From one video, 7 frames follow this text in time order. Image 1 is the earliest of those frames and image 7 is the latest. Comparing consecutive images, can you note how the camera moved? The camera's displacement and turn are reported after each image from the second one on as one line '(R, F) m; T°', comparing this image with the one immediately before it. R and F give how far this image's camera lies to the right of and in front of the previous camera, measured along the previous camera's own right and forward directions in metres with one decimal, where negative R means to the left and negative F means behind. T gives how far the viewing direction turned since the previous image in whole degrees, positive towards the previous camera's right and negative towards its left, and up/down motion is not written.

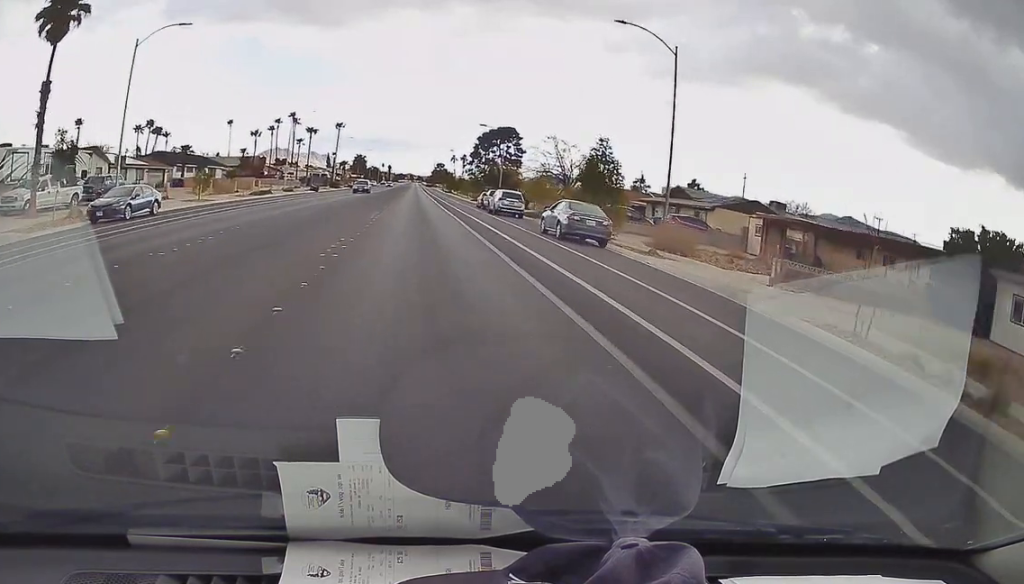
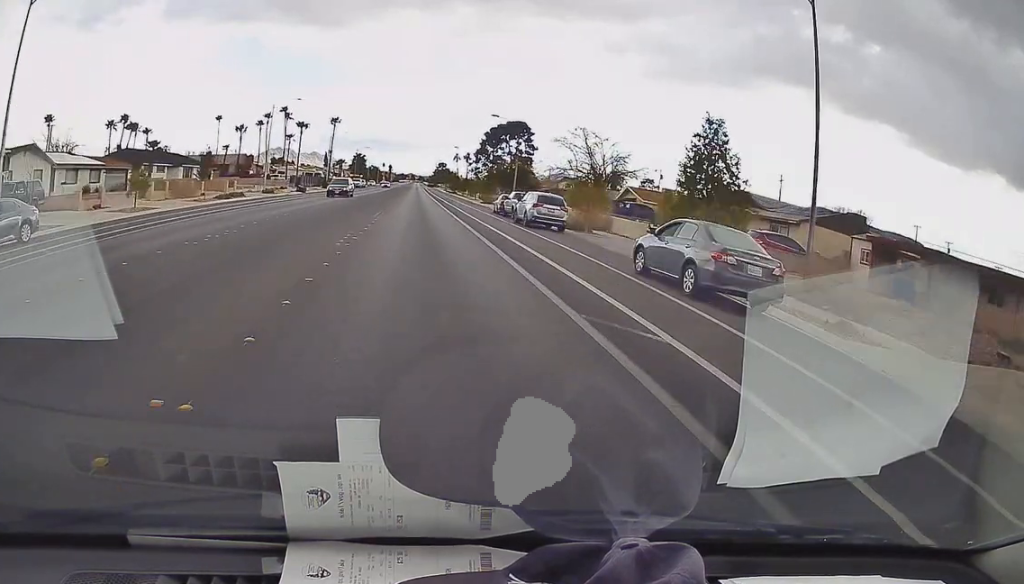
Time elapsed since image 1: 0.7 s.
(0.0, +10.1) m; 0°
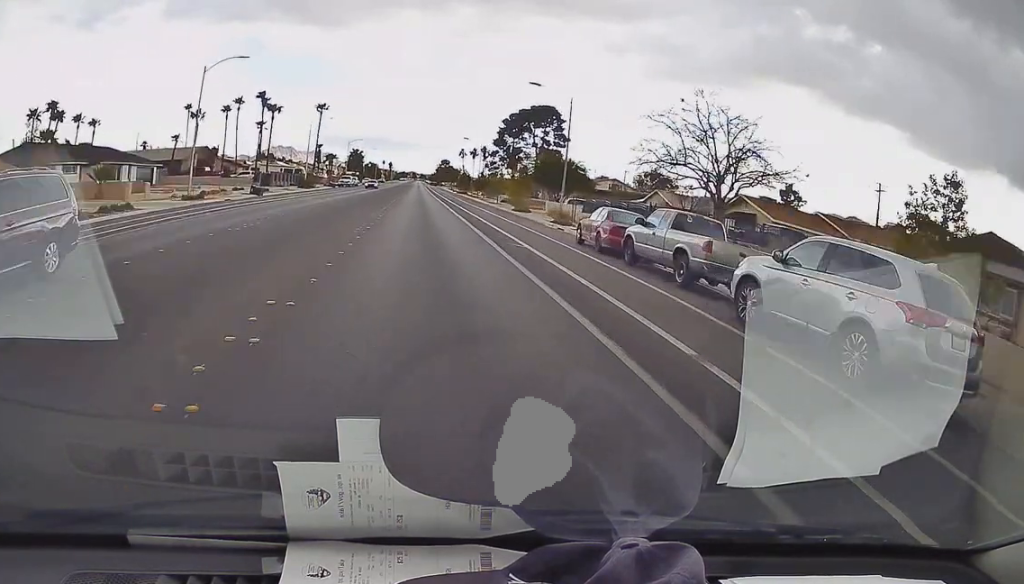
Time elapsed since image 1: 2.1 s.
(0.0, +21.9) m; 0°
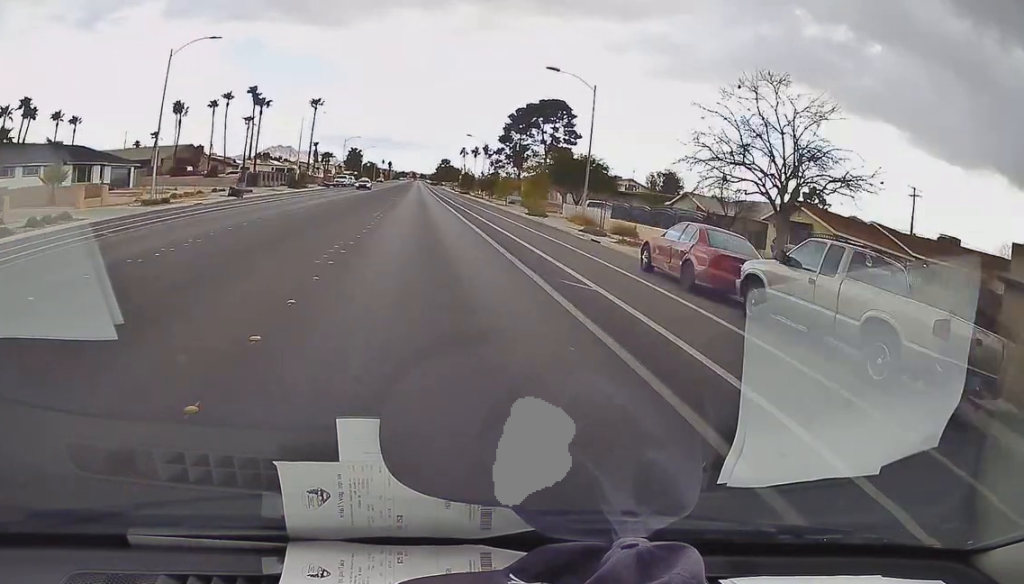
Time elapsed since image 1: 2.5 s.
(0.0, +6.2) m; +1°
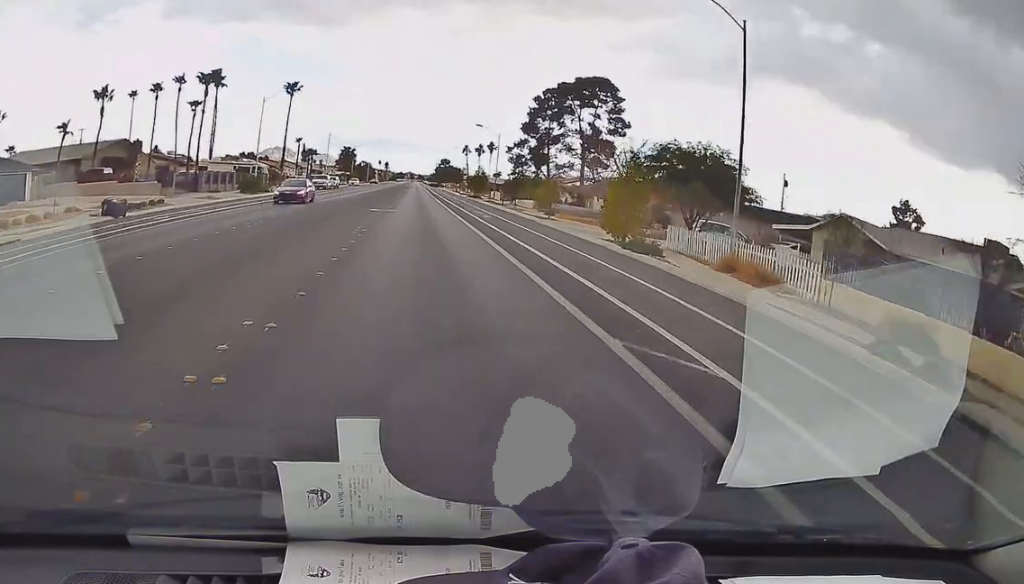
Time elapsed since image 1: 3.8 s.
(+0.7, +19.4) m; 0°
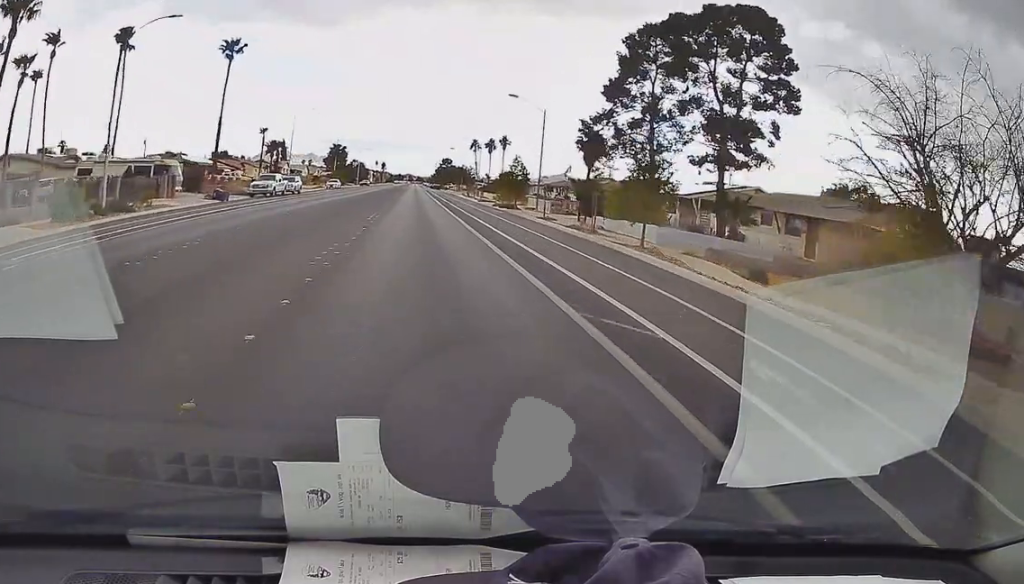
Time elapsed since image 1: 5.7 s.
(-1.5, +29.4) m; -2°
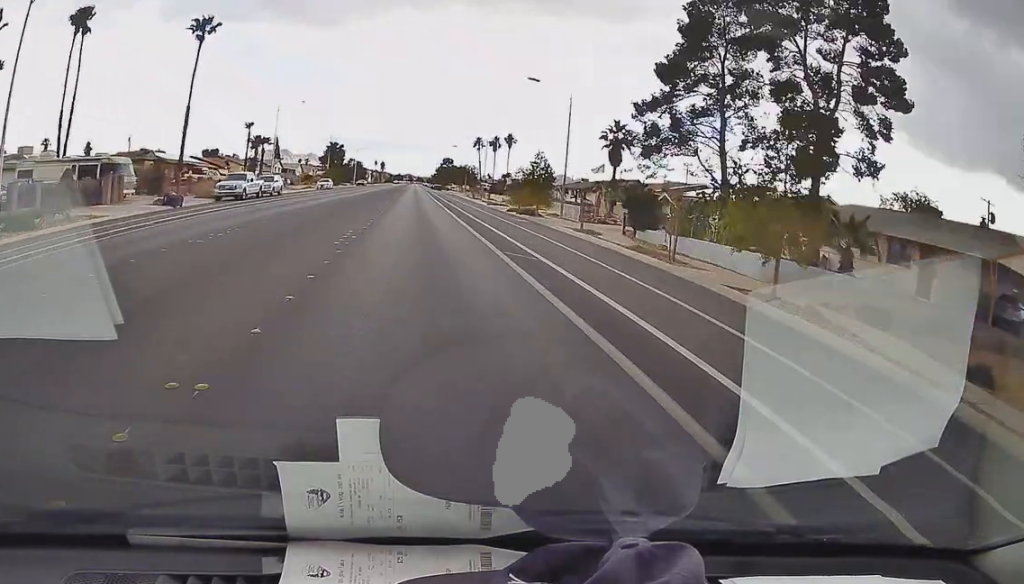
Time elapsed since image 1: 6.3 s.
(+0.1, +8.6) m; +1°
